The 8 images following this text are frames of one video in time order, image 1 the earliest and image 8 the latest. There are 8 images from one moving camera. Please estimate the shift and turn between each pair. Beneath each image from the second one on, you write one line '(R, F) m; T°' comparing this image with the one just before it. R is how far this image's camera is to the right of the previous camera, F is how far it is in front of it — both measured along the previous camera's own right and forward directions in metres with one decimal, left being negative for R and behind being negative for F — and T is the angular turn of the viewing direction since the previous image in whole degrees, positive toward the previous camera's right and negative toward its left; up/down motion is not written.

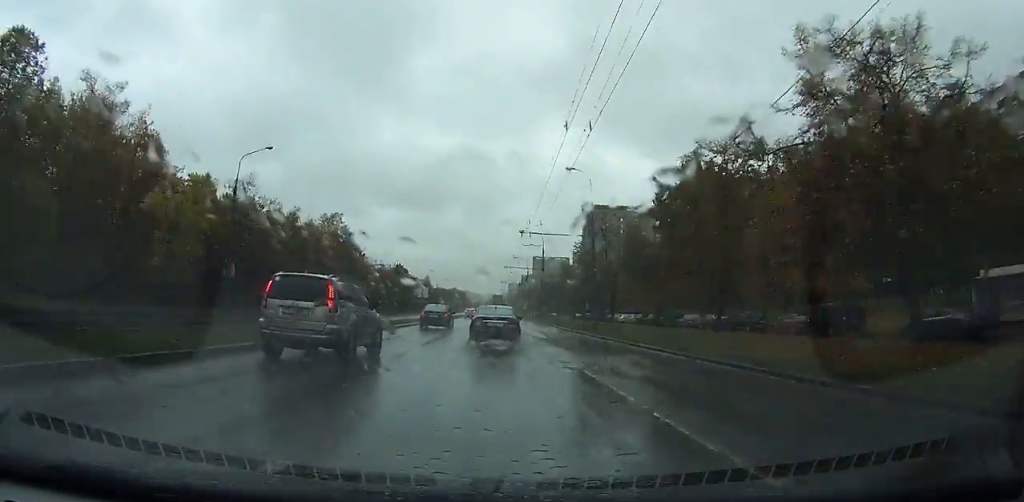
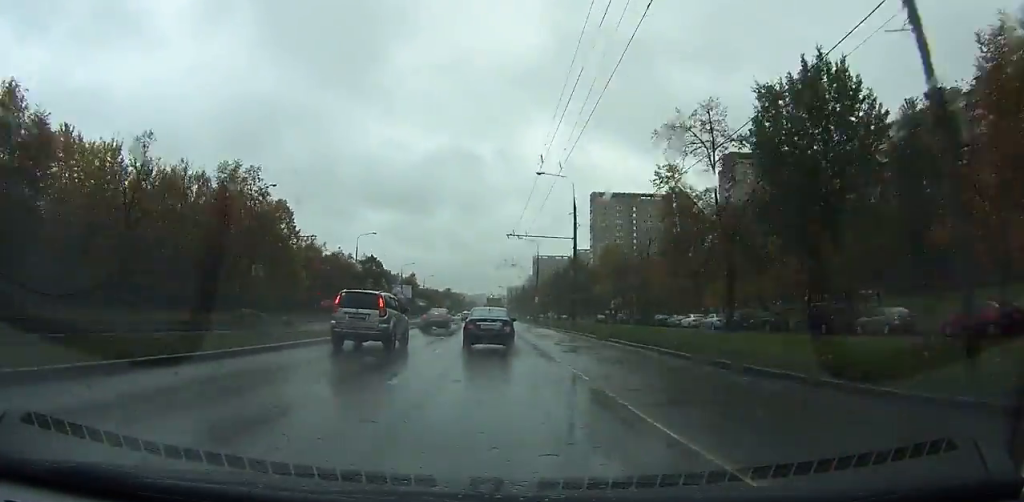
(+1.4, +34.7) m; +3°
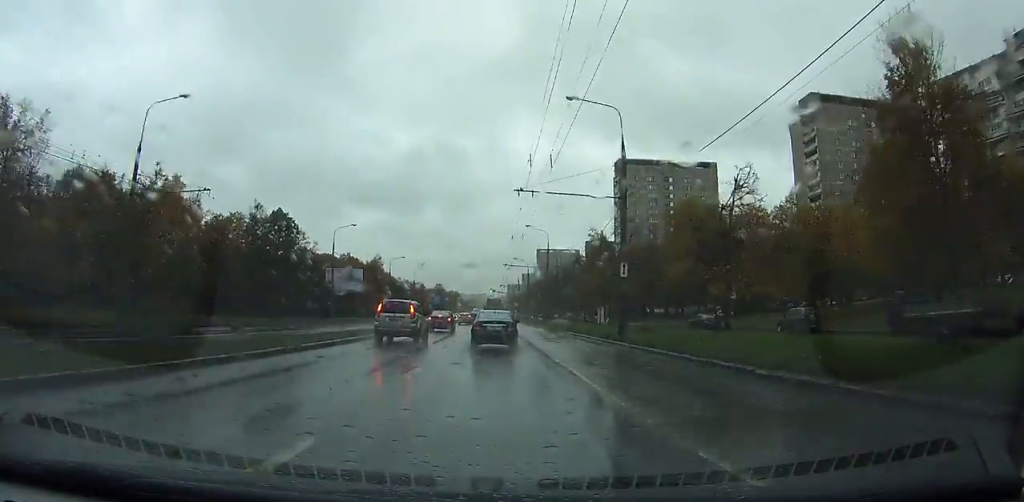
(+0.1, +56.0) m; 0°
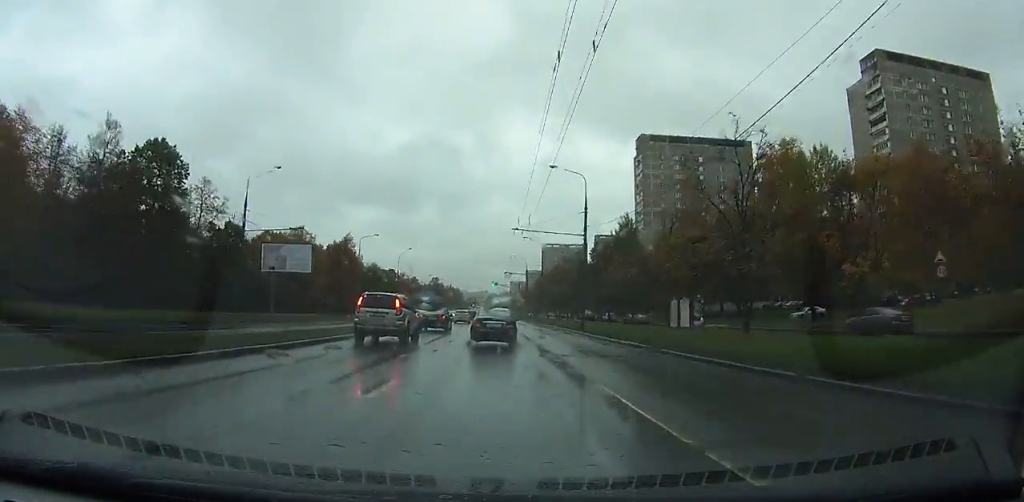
(-0.1, +26.2) m; 0°
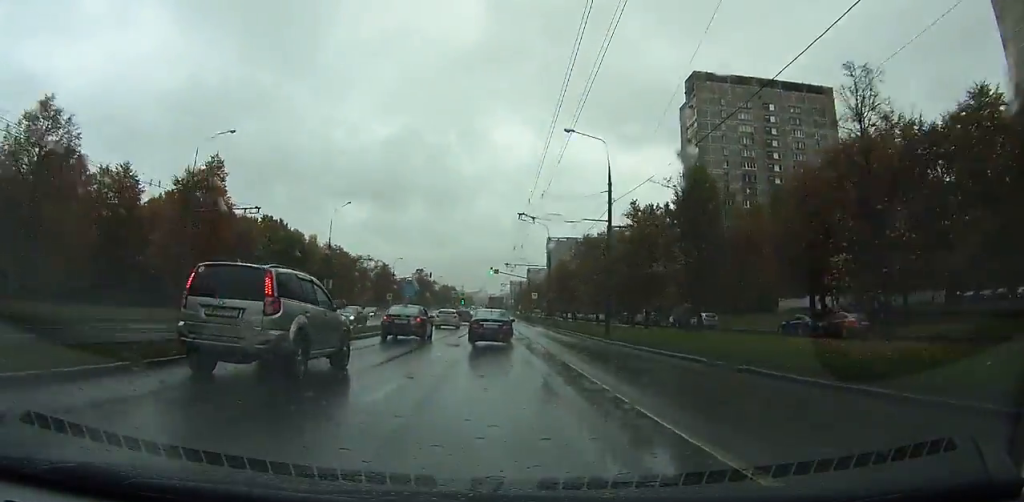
(-0.2, +45.4) m; 0°
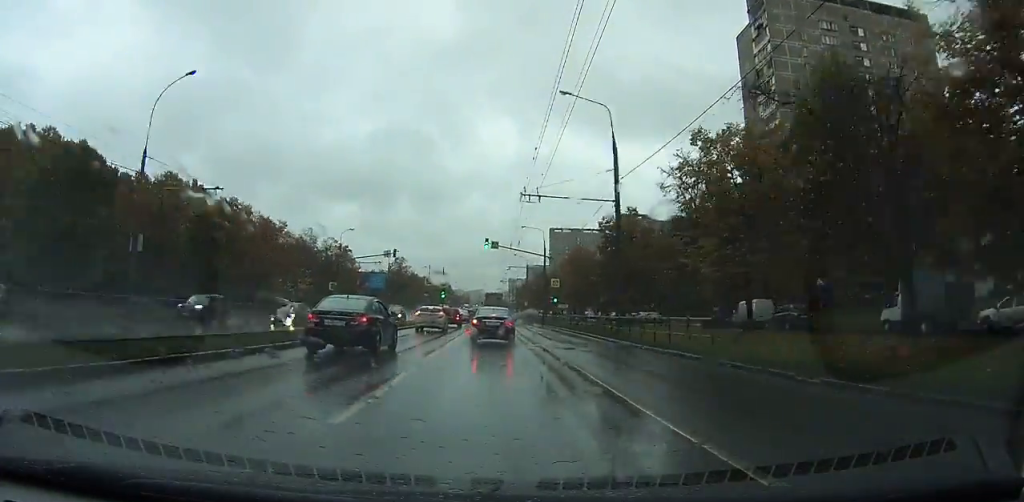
(+0.1, +33.7) m; 0°
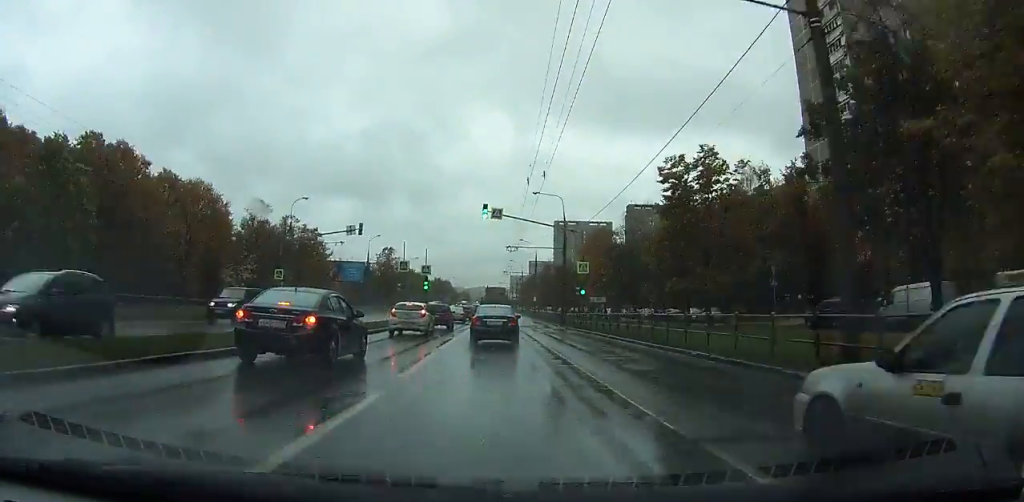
(0.0, +18.3) m; 0°
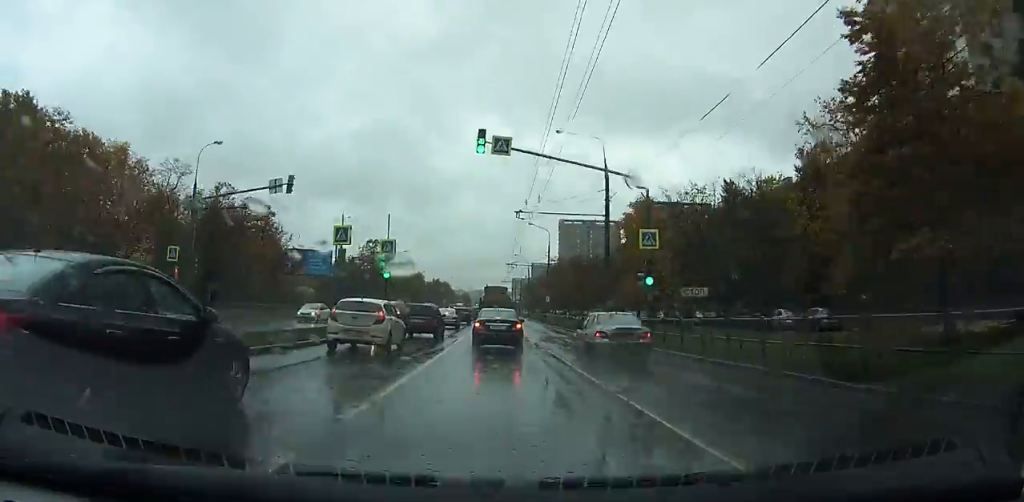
(+0.1, +21.2) m; 0°
